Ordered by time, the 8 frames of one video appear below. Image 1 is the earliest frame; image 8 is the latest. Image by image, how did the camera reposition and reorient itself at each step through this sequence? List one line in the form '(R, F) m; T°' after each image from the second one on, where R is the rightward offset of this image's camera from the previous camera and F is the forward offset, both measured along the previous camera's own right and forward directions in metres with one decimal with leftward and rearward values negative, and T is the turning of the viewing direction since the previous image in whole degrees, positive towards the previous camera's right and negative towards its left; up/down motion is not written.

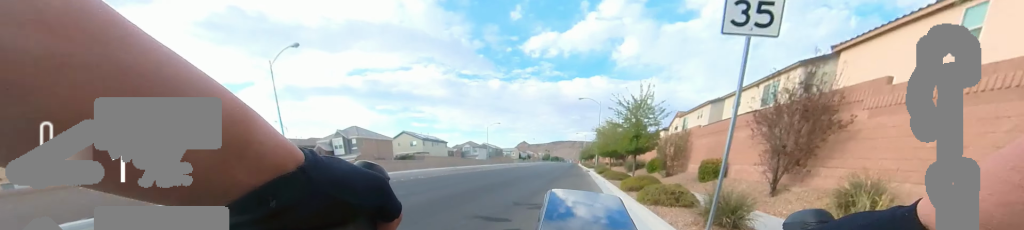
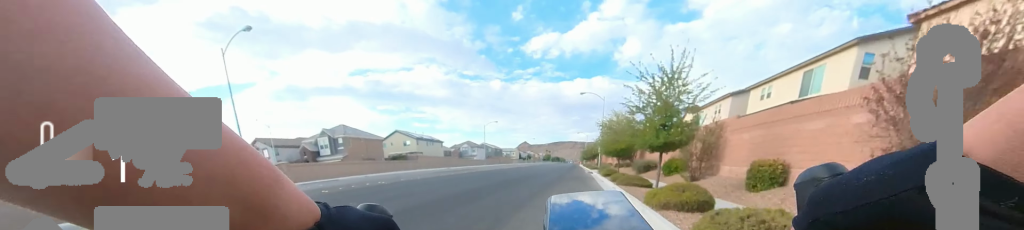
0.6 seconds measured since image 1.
(0.0, +3.5) m; 0°
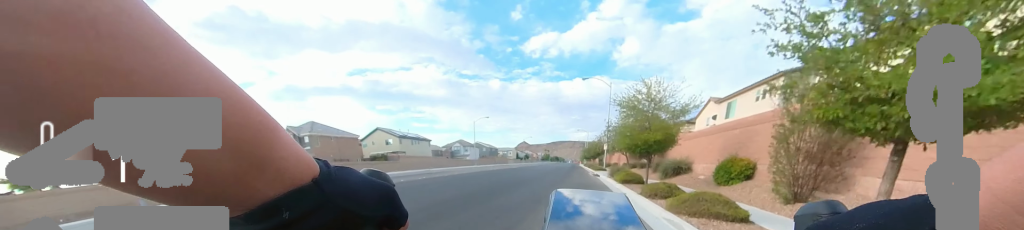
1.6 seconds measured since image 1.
(0.0, +6.4) m; 0°
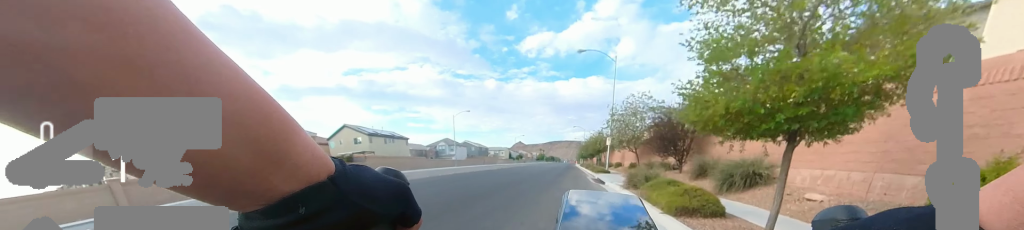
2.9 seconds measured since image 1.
(0.0, +7.9) m; 0°
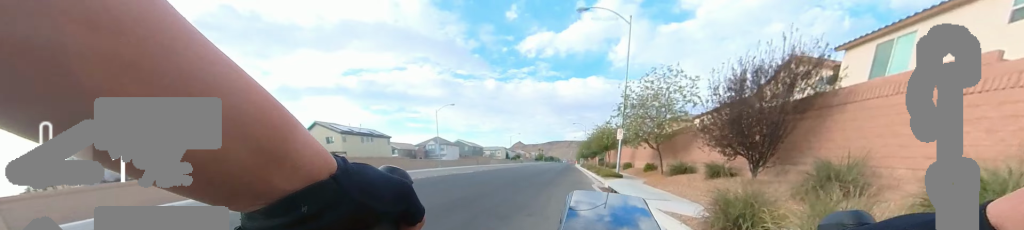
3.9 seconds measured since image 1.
(0.0, +6.7) m; 0°
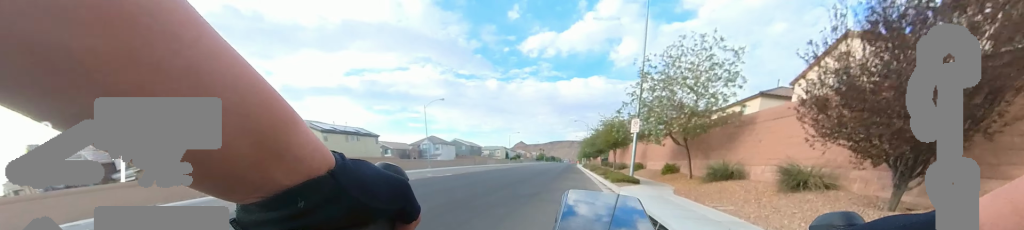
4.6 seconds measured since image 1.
(0.0, +4.4) m; 0°
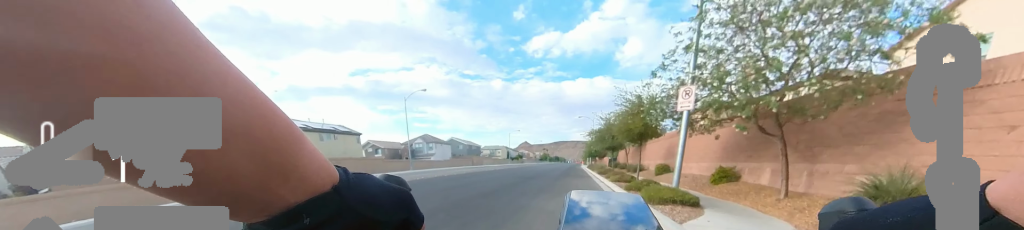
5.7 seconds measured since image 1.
(0.0, +6.4) m; -1°
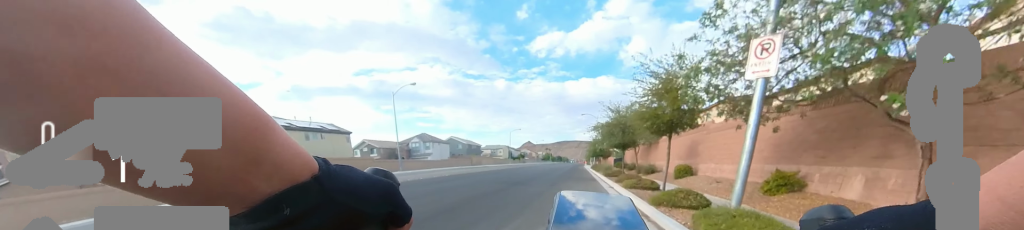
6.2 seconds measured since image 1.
(0.0, +3.2) m; -6°
